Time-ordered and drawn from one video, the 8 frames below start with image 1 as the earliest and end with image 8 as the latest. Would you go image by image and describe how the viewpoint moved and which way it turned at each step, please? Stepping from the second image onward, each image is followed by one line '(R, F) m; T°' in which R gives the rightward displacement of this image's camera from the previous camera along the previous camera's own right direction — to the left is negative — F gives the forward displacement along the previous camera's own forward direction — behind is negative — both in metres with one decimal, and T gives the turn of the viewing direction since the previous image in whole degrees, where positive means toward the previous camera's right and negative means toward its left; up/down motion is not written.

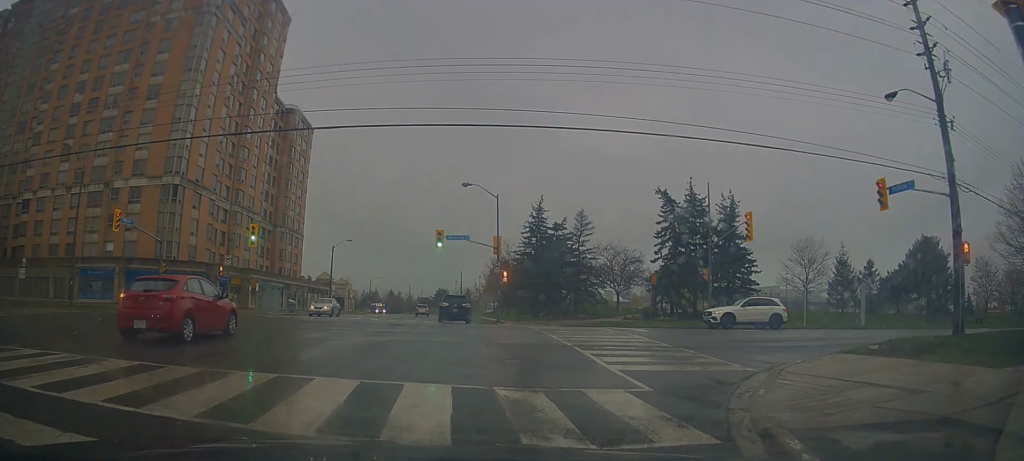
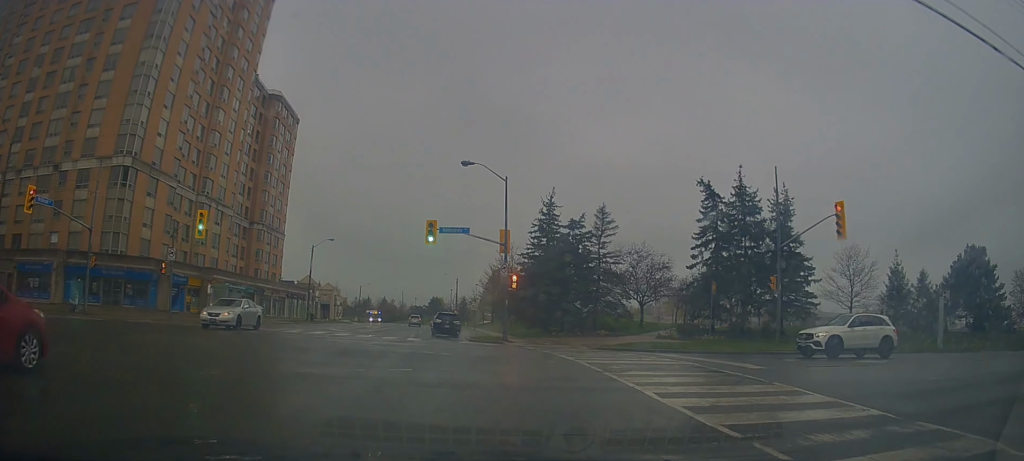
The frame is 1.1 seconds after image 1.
(+0.1, +9.2) m; 0°
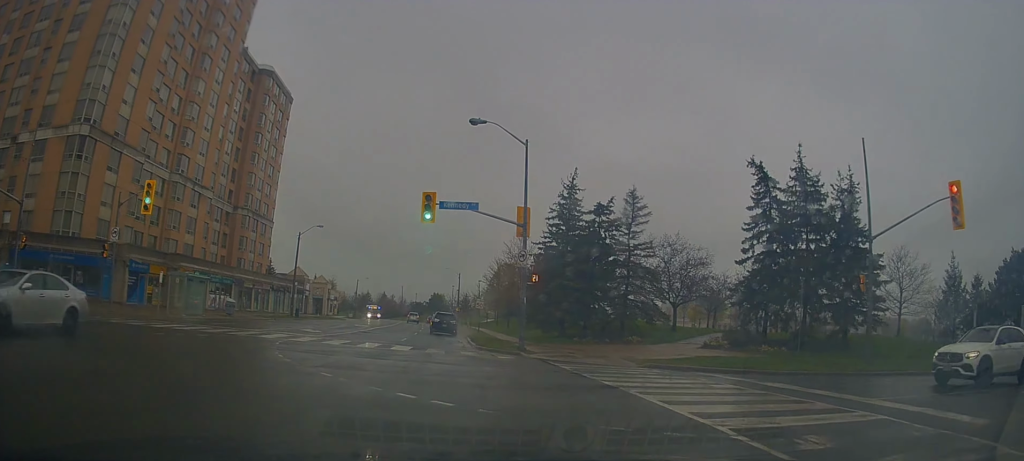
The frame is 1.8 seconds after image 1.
(+0.1, +7.1) m; -4°
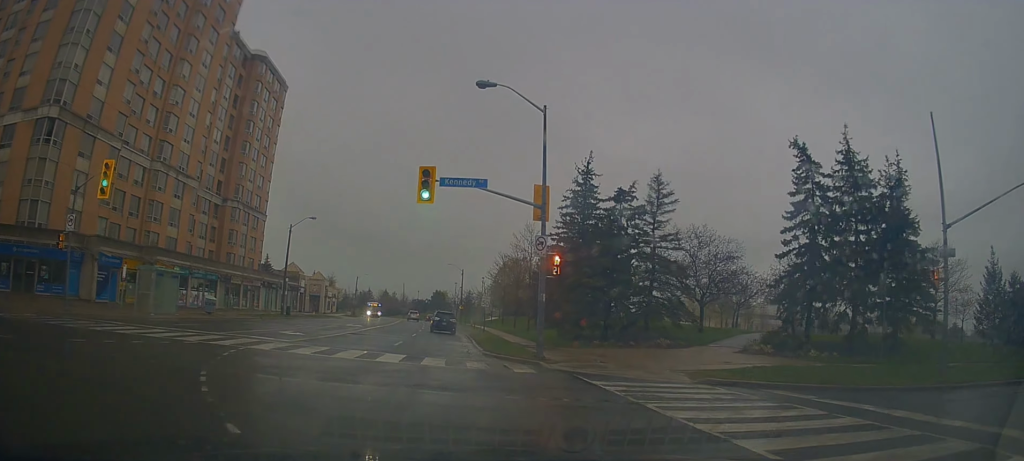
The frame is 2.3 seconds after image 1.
(-0.3, +4.3) m; -1°
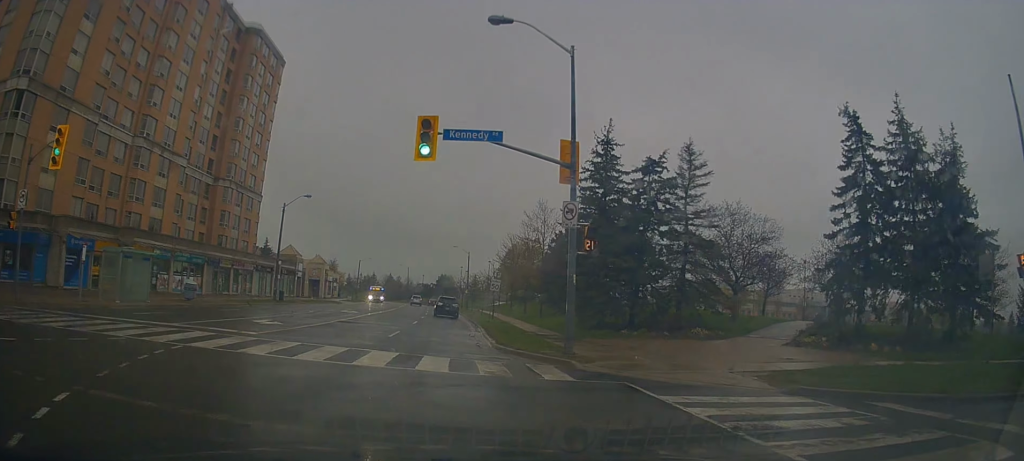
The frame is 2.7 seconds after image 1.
(-0.4, +4.0) m; -1°
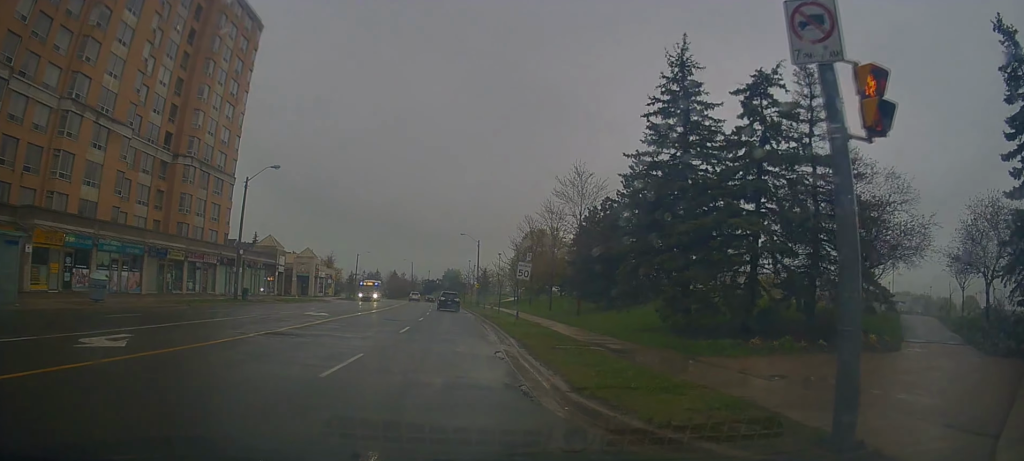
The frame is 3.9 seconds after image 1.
(+0.5, +11.4) m; +6°
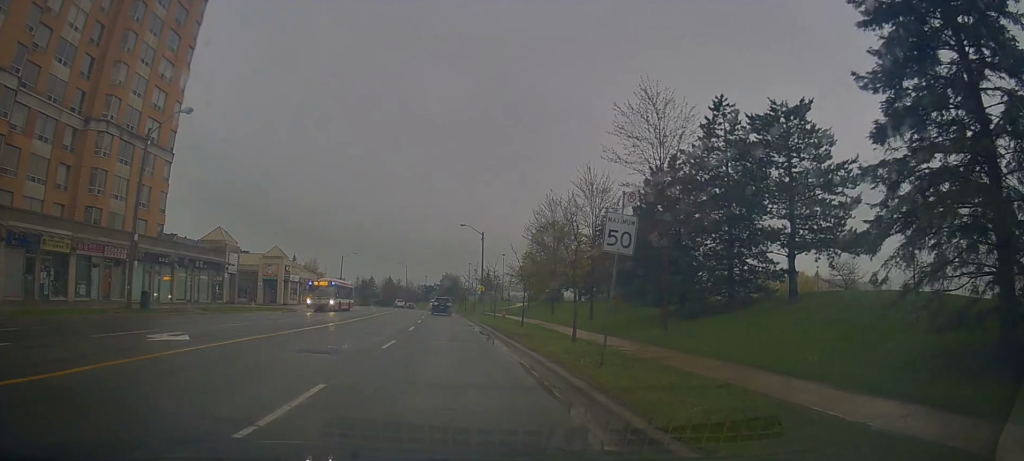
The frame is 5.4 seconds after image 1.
(+0.2, +14.4) m; -2°
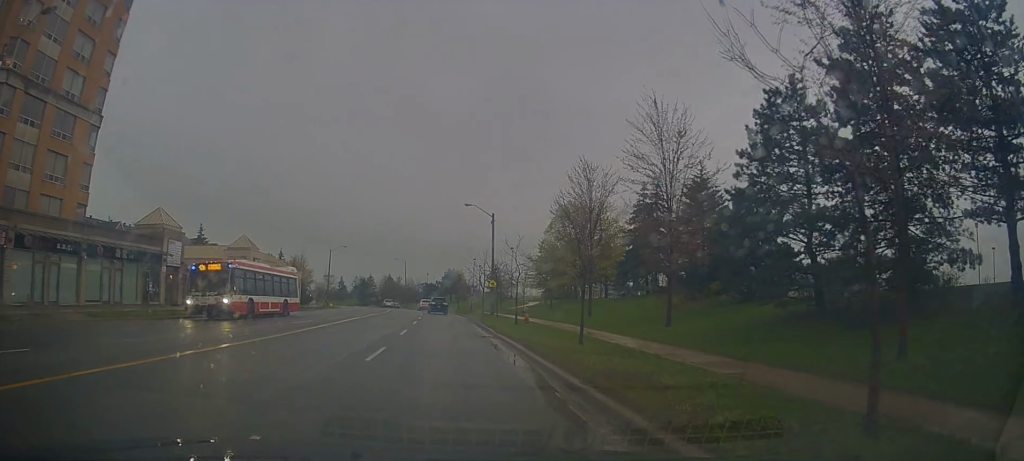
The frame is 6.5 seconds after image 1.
(-0.5, +12.2) m; -2°
